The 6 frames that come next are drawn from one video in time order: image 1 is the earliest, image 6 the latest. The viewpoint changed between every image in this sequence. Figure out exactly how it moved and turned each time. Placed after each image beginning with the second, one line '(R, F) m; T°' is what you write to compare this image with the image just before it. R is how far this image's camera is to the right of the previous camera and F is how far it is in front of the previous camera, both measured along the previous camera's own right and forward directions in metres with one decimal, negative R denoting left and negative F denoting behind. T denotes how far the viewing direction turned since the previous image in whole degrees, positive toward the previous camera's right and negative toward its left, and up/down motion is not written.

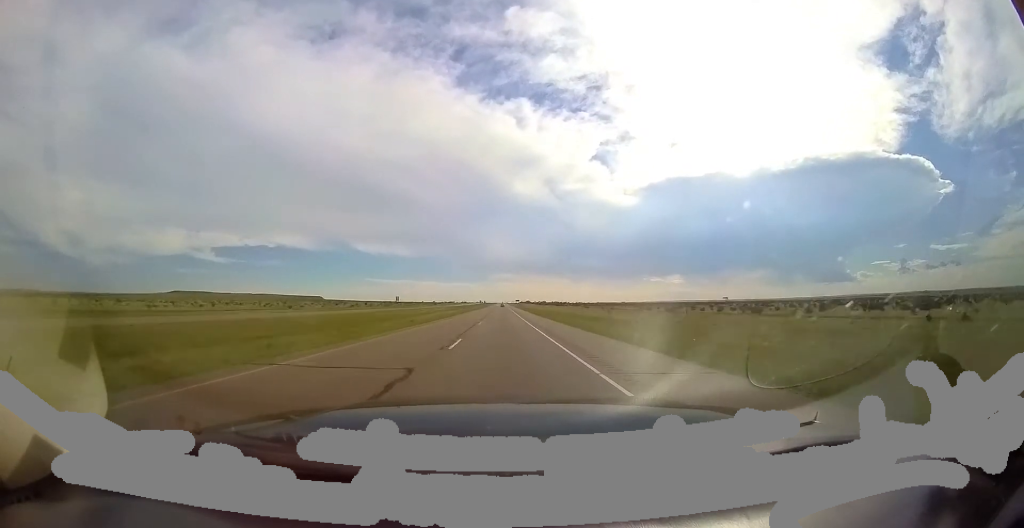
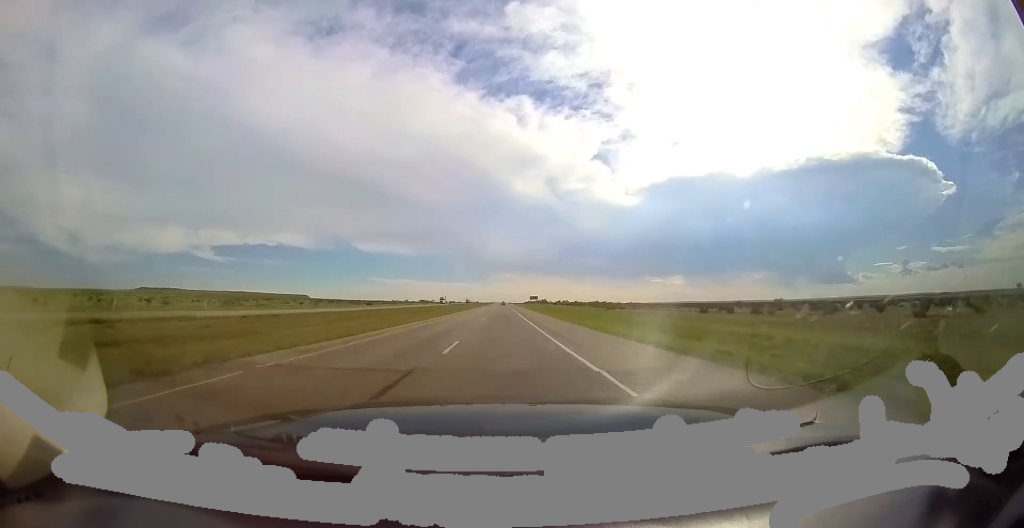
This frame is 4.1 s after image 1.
(+0.6, +148.1) m; +1°
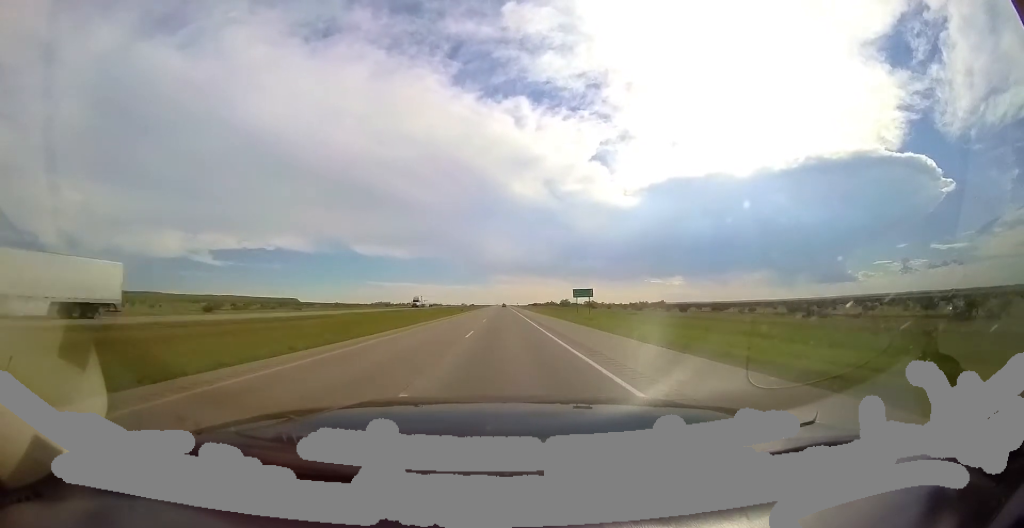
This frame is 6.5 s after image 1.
(+0.1, +85.2) m; 0°
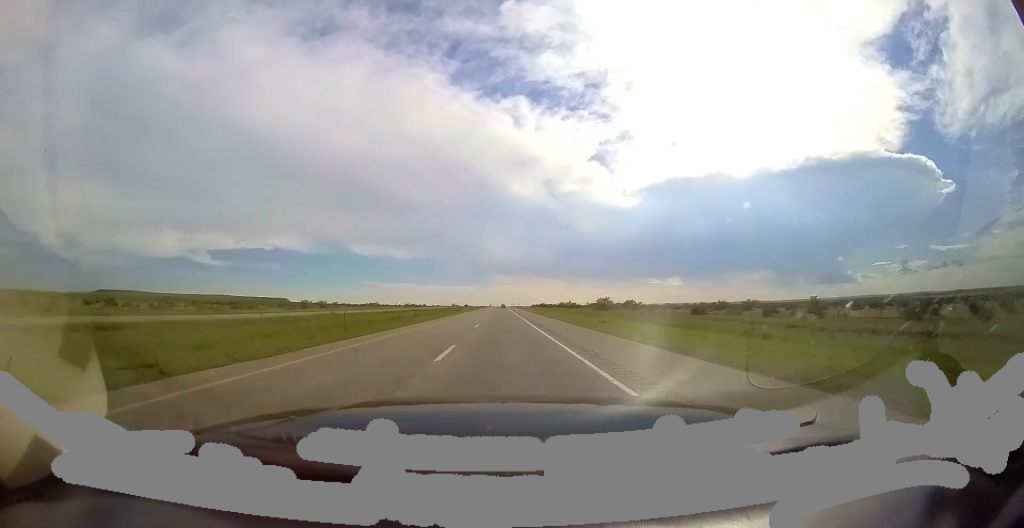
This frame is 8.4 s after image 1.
(-0.5, +65.8) m; -1°
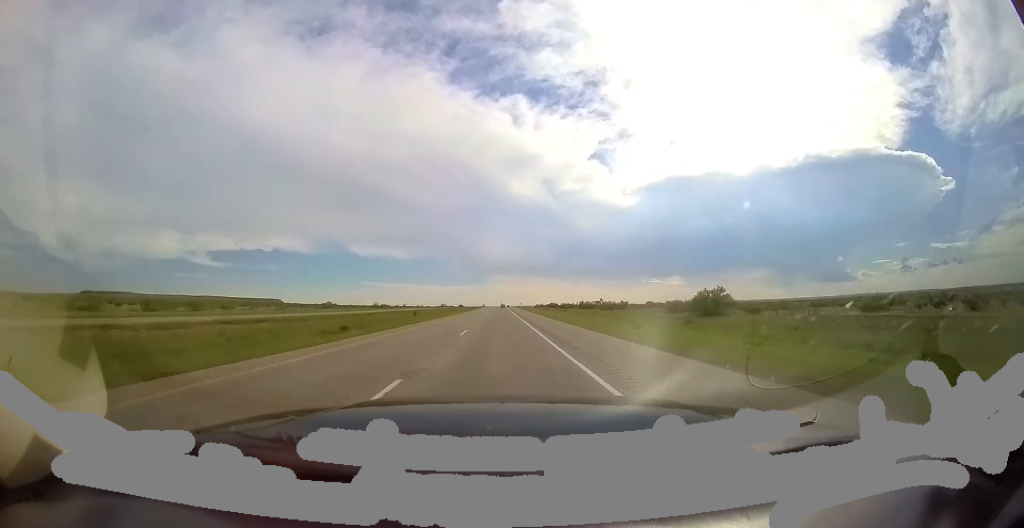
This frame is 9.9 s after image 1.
(-0.2, +53.9) m; 0°
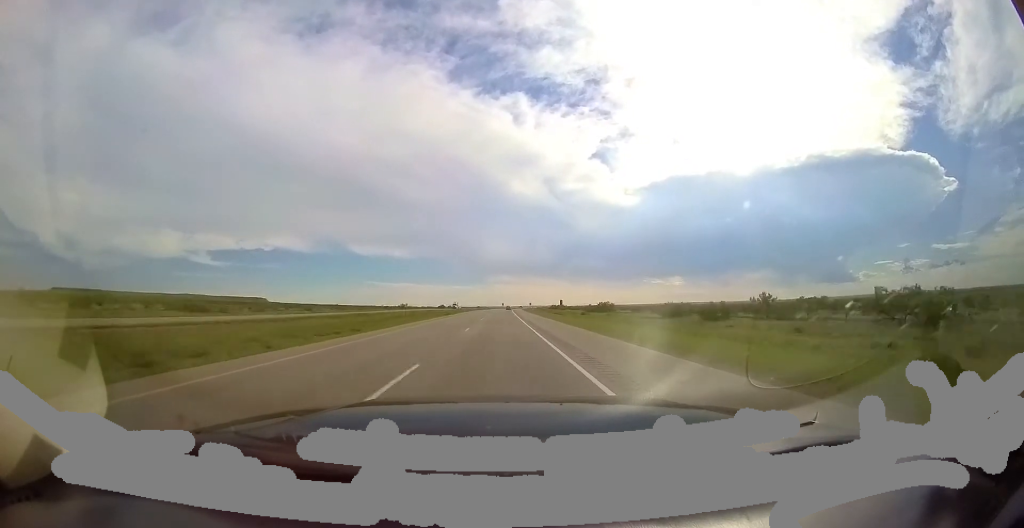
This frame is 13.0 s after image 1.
(+0.7, +107.3) m; +1°
